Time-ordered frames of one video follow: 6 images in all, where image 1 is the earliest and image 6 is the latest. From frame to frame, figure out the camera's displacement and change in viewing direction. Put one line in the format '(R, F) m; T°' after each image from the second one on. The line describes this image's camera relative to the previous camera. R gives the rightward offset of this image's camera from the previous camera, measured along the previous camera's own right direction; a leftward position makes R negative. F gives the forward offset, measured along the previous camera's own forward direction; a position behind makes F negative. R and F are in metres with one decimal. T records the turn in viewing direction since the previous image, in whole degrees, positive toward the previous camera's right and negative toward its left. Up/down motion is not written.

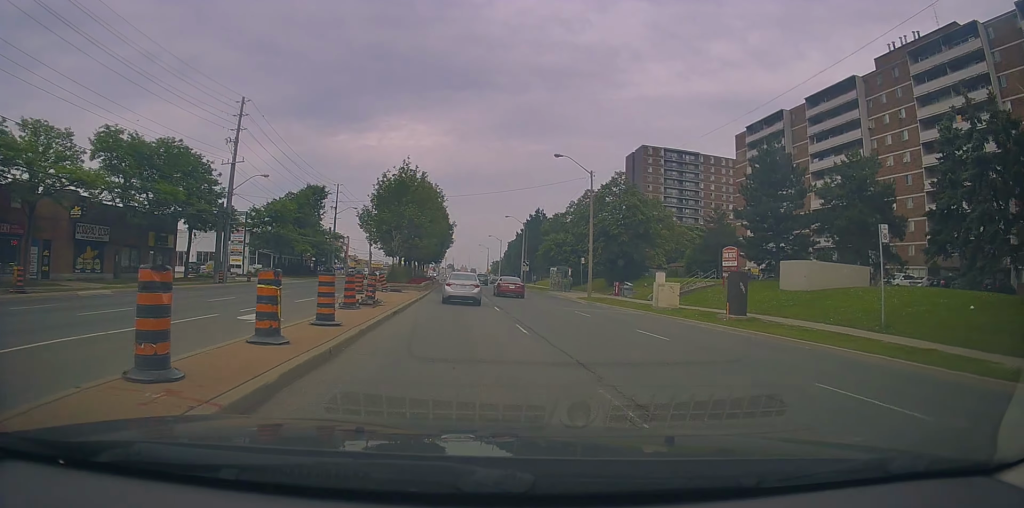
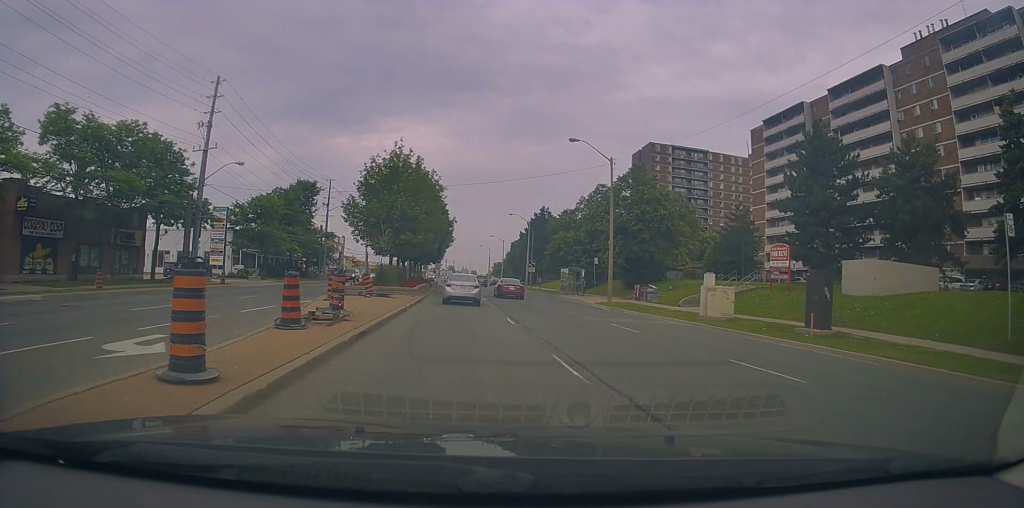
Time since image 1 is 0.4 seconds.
(-0.2, +5.7) m; +1°
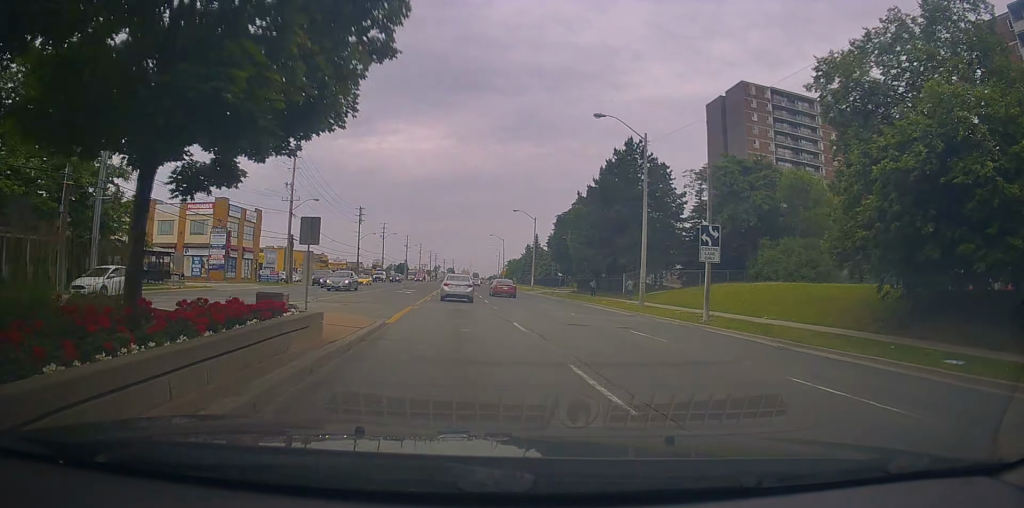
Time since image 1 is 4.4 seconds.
(+0.7, +55.3) m; +2°
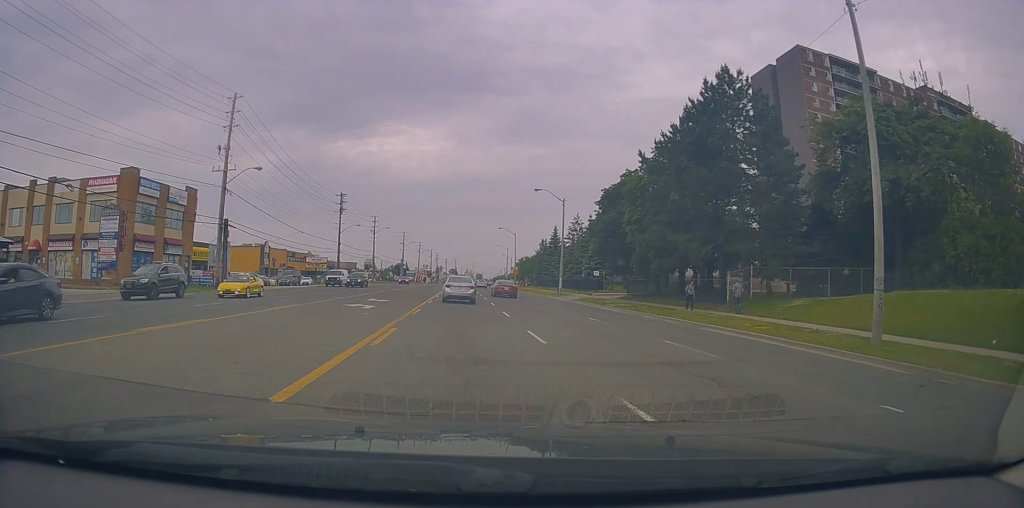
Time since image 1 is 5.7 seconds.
(-0.3, +19.7) m; -1°
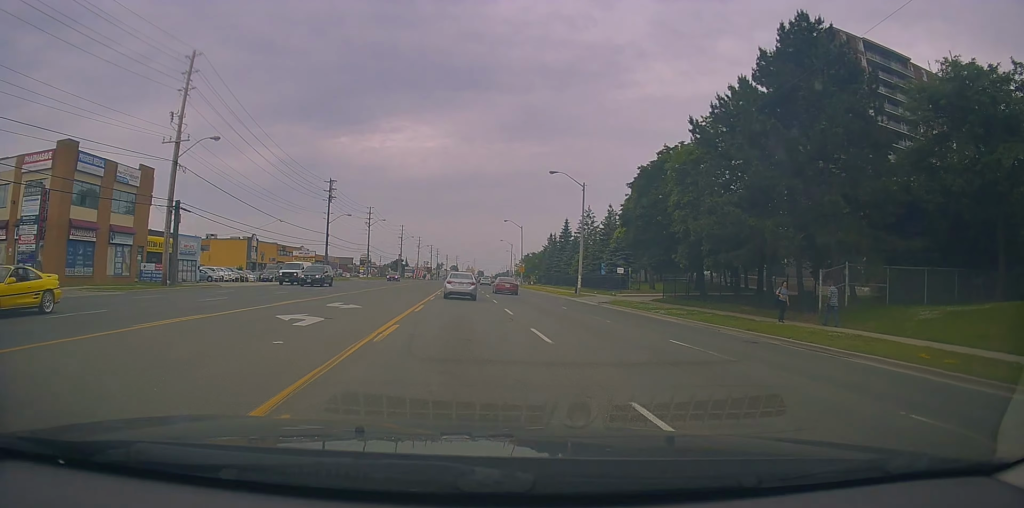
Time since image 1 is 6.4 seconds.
(+0.1, +9.3) m; 0°
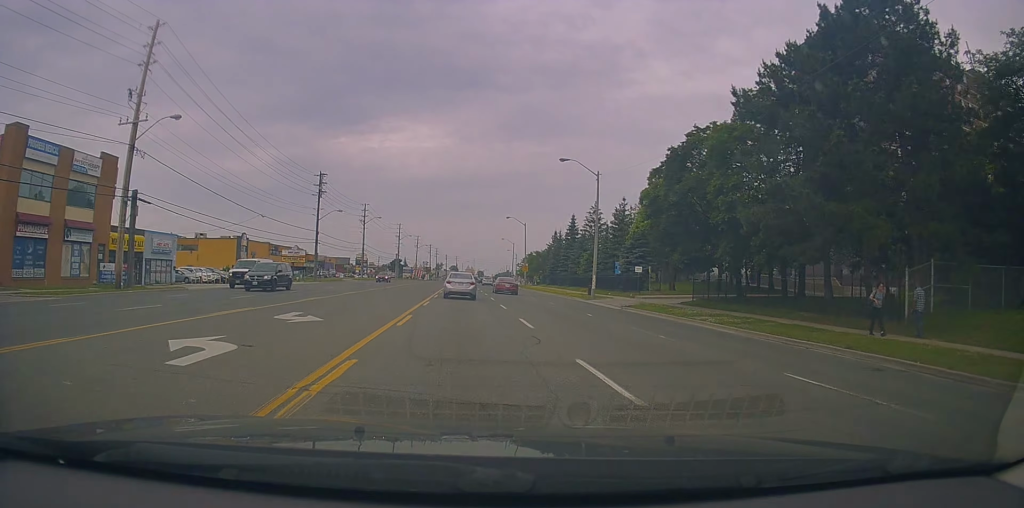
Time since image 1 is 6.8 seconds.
(+0.1, +5.8) m; 0°
